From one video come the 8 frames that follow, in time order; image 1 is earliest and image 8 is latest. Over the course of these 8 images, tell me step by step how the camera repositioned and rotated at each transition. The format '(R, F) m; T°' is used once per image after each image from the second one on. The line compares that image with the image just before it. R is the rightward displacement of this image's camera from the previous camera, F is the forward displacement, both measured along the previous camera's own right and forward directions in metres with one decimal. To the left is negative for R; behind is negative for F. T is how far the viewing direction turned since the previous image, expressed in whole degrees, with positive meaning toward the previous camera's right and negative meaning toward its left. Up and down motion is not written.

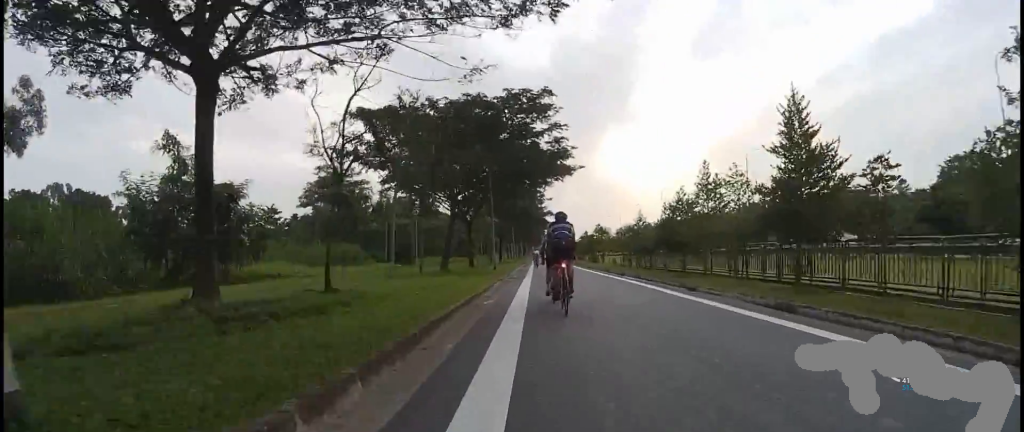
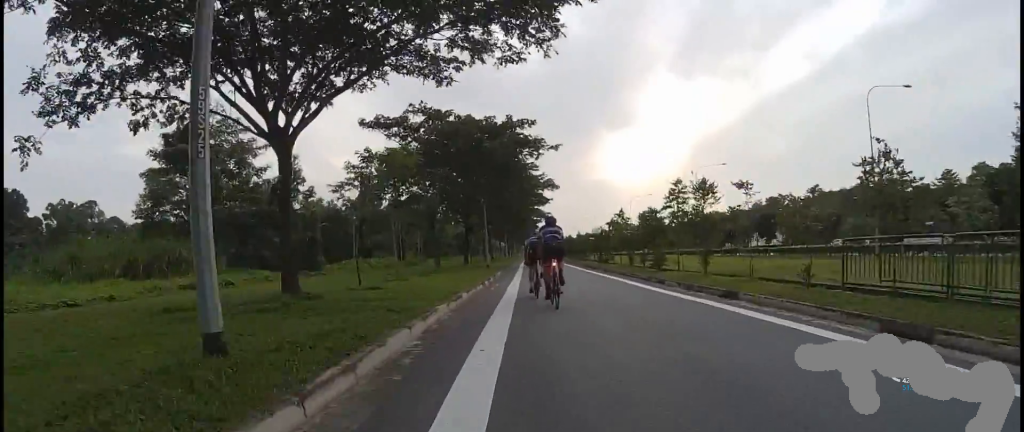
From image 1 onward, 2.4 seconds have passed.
(-1.5, +27.5) m; -7°
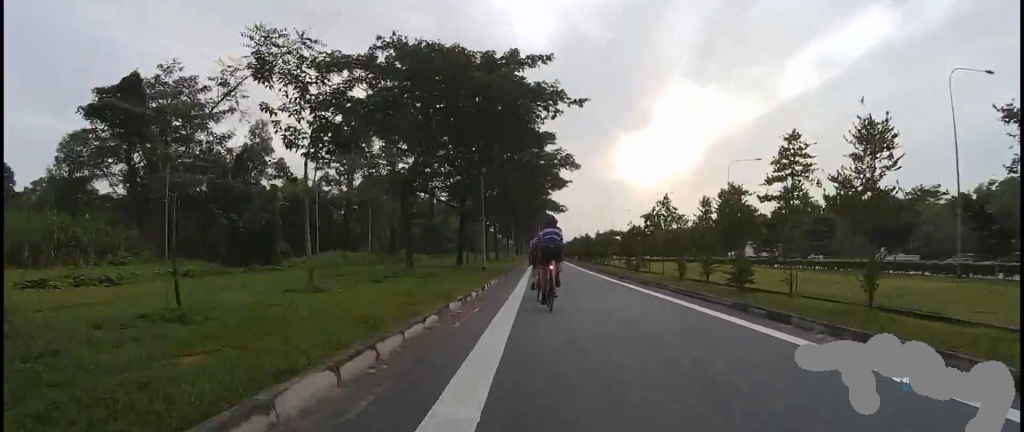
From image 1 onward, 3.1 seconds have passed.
(0.0, +8.3) m; 0°
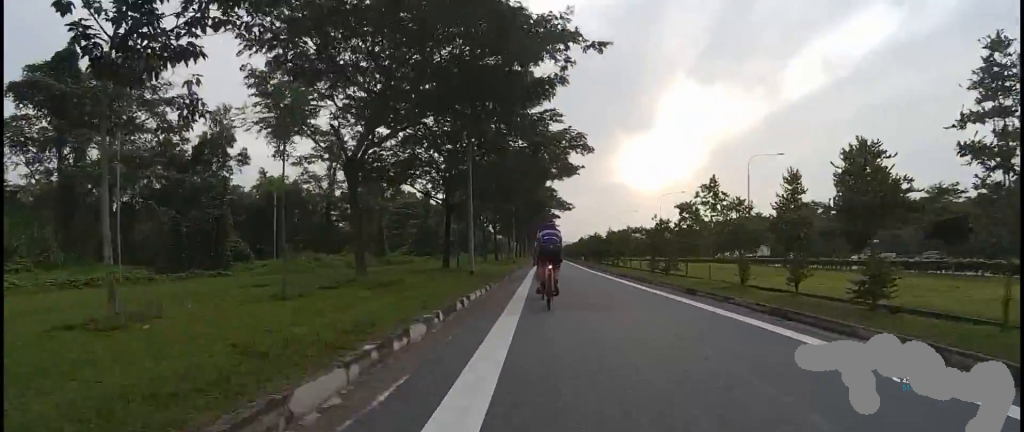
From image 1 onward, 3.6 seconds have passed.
(0.0, +5.9) m; 0°
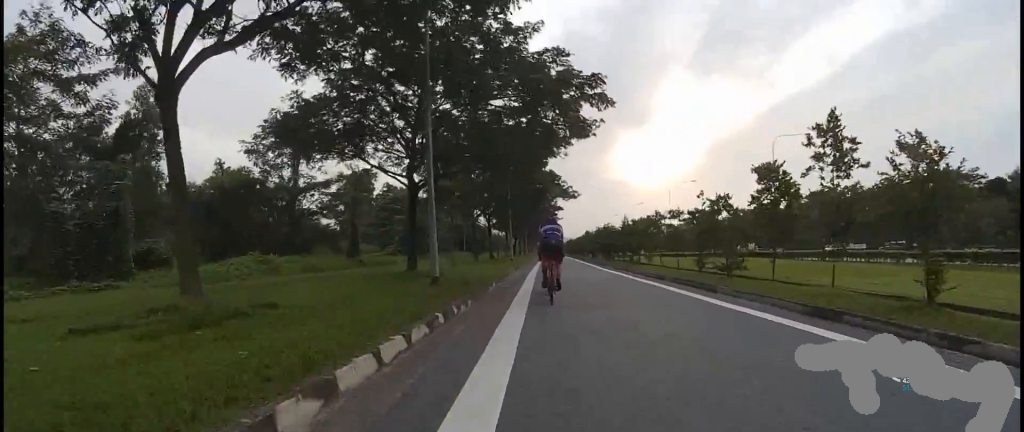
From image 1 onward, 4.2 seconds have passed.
(0.0, +7.5) m; 0°
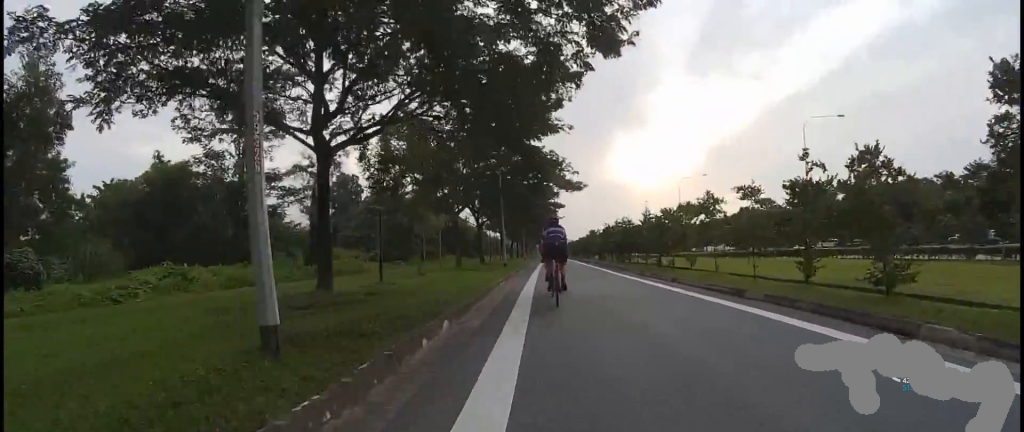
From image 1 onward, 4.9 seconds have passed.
(0.0, +7.9) m; 0°
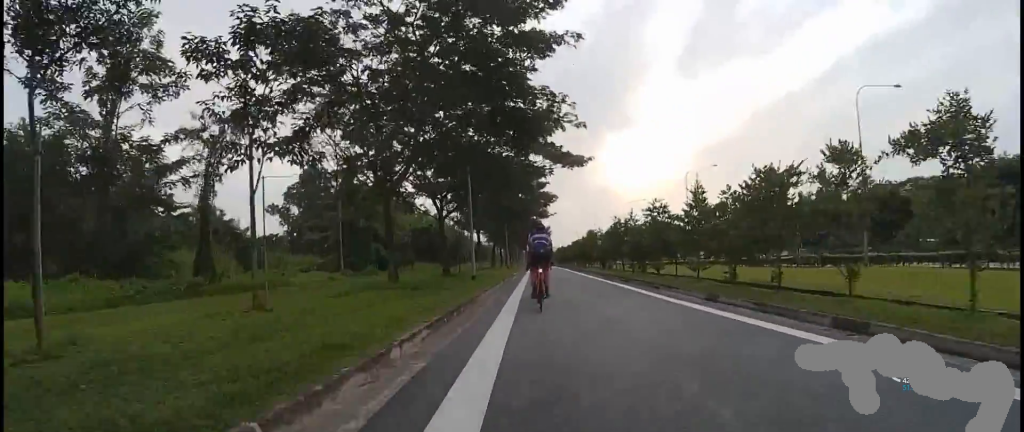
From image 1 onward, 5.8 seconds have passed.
(0.0, +11.3) m; 0°
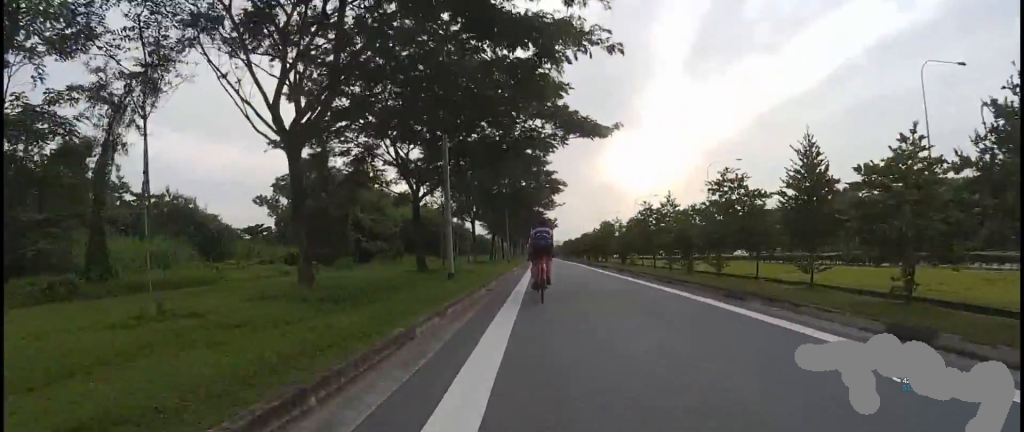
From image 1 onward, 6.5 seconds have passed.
(0.0, +7.2) m; 0°
